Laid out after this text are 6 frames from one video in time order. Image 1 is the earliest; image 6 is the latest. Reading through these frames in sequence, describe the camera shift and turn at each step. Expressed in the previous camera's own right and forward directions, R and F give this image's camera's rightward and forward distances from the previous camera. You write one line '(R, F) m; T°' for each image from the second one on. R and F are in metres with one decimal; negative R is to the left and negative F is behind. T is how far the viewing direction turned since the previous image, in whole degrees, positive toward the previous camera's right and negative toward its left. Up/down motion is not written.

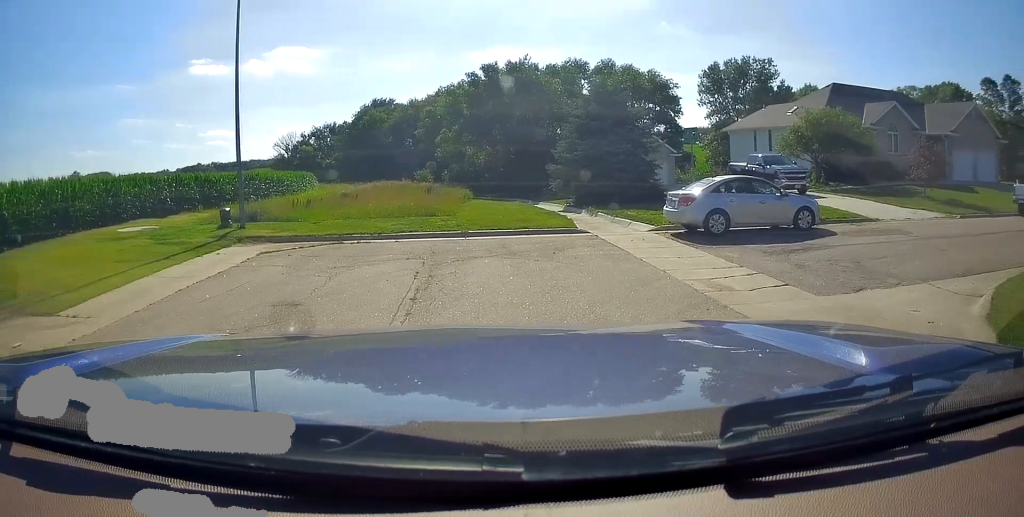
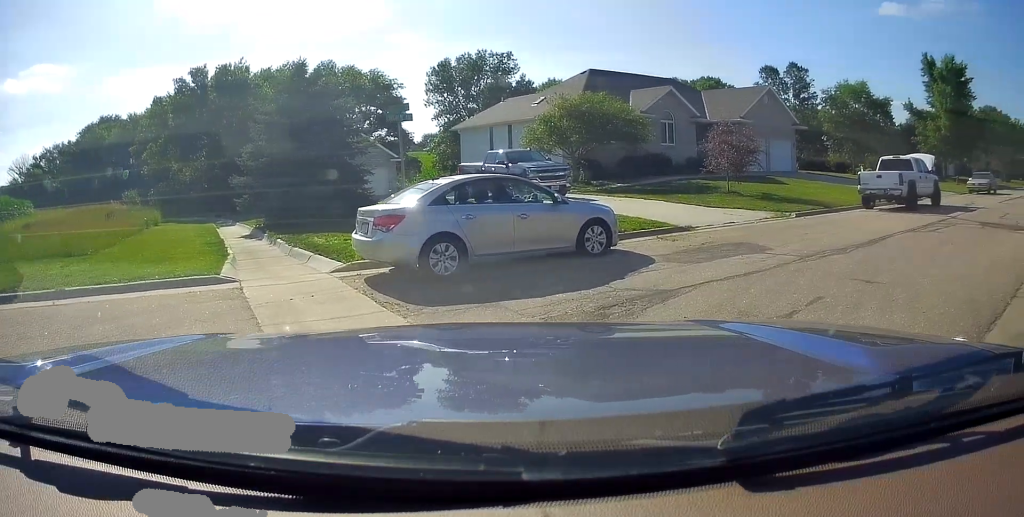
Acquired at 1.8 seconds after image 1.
(+0.8, +7.9) m; +17°
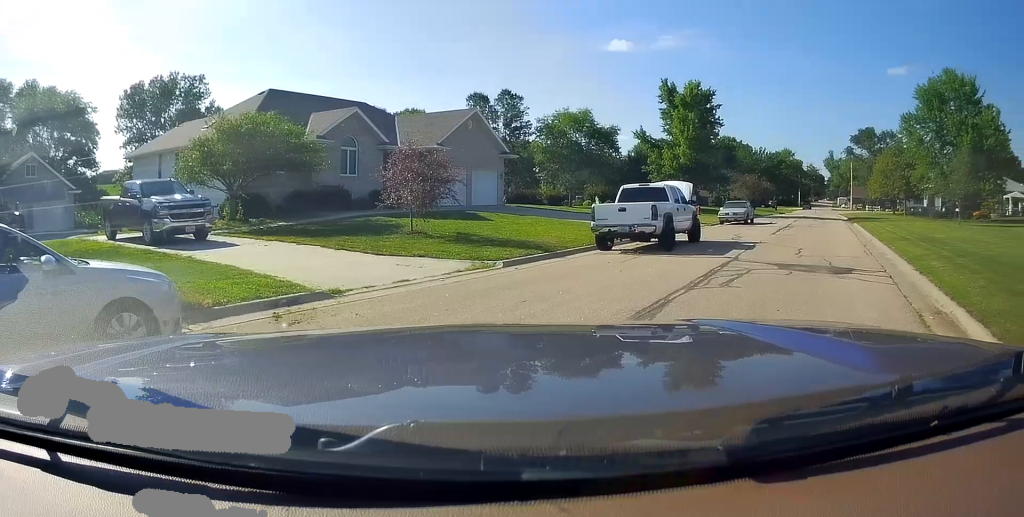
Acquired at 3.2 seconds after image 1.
(+1.1, +4.9) m; +27°
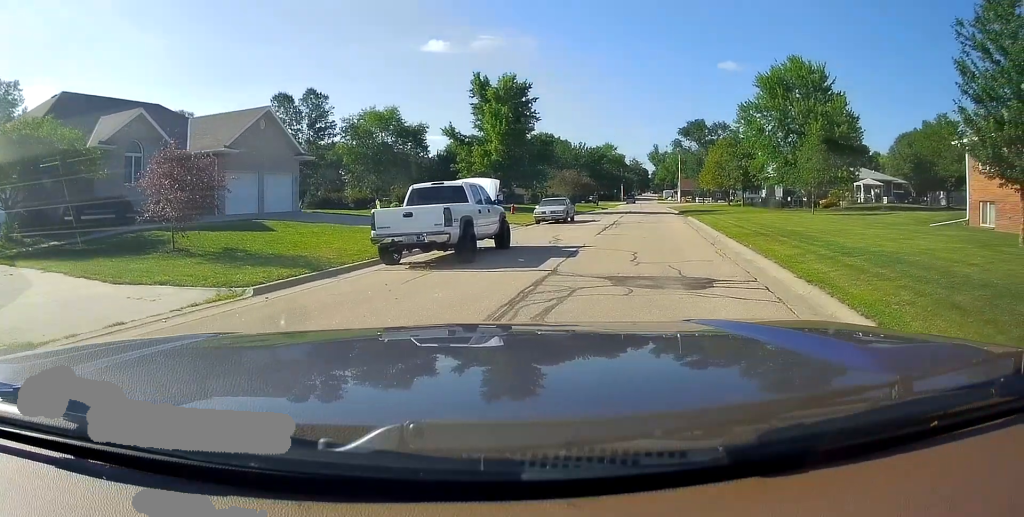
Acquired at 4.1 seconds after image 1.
(+0.4, +2.9) m; +22°
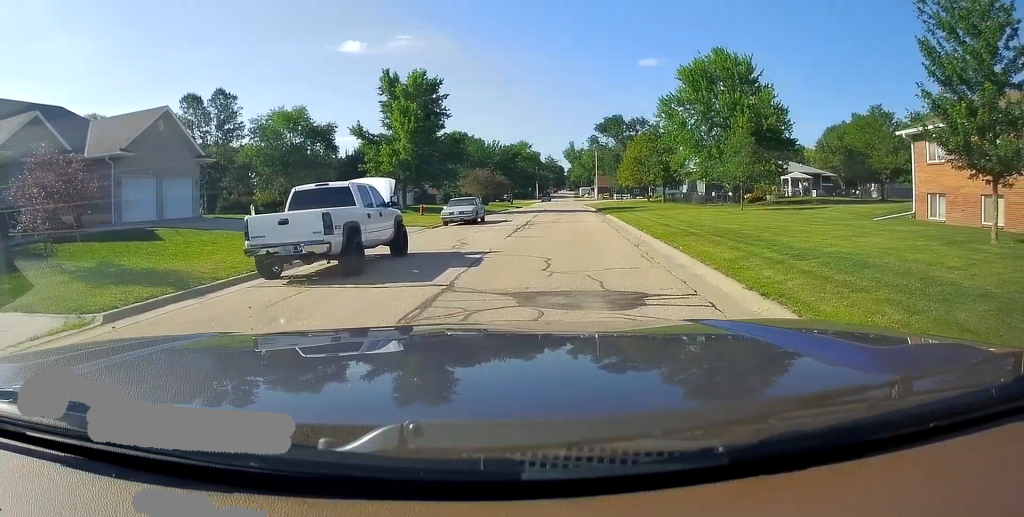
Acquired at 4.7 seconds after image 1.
(+0.2, +1.7) m; +12°
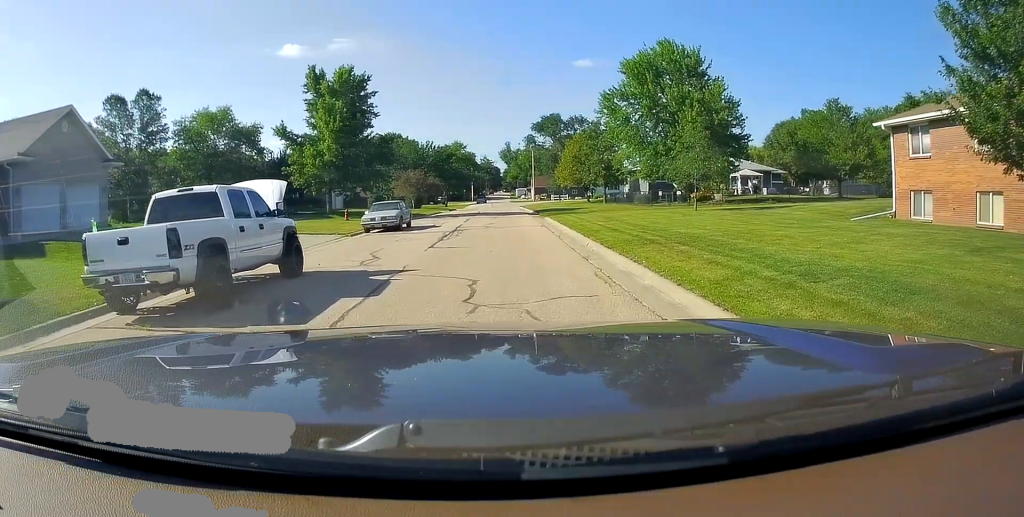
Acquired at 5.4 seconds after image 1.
(+0.6, +2.4) m; +14°
